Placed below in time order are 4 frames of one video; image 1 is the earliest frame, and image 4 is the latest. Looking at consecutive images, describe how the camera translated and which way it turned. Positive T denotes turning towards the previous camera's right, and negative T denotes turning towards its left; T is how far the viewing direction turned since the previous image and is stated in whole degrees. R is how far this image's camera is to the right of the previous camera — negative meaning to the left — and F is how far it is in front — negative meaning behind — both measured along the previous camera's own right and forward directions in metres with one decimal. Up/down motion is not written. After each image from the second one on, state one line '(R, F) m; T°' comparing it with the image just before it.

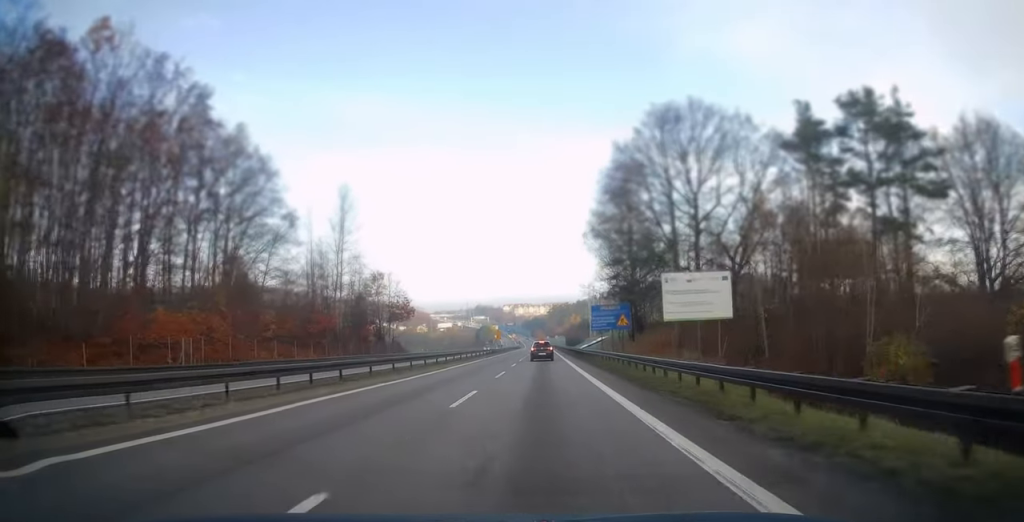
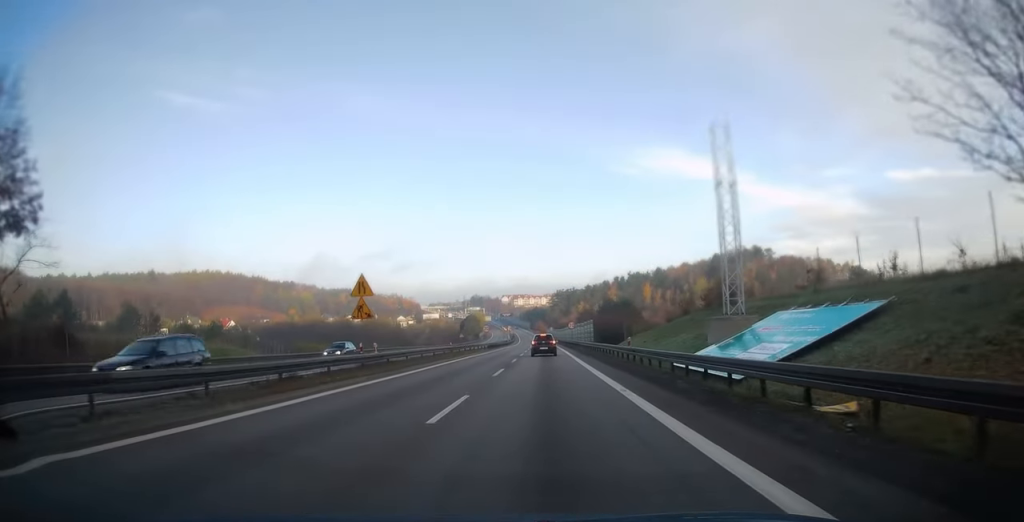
(+0.5, +74.0) m; 0°
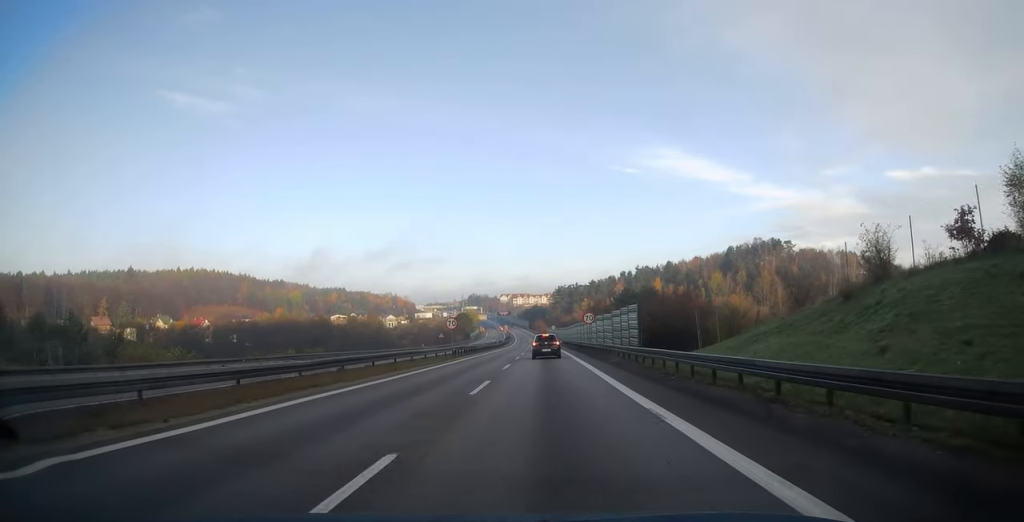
(-0.1, +30.4) m; 0°
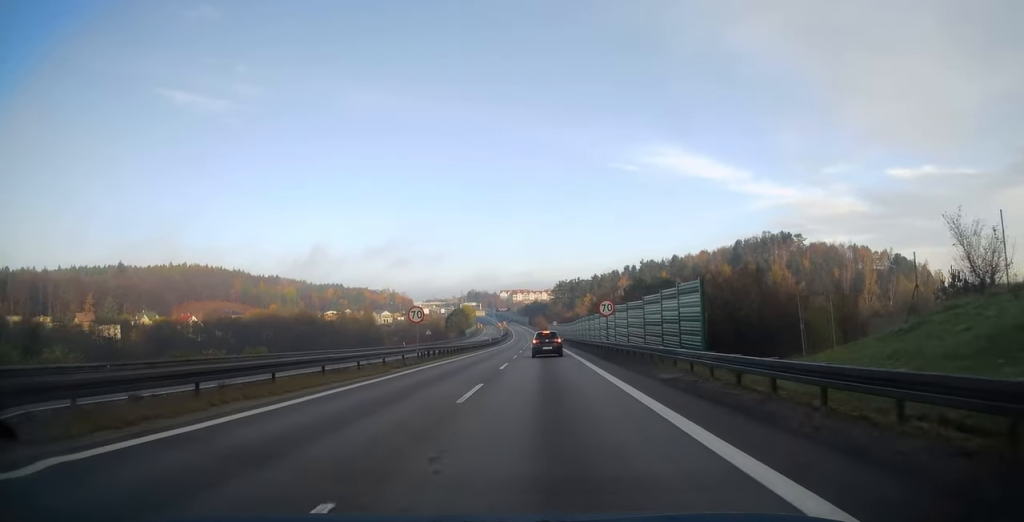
(+0.1, +13.9) m; 0°
